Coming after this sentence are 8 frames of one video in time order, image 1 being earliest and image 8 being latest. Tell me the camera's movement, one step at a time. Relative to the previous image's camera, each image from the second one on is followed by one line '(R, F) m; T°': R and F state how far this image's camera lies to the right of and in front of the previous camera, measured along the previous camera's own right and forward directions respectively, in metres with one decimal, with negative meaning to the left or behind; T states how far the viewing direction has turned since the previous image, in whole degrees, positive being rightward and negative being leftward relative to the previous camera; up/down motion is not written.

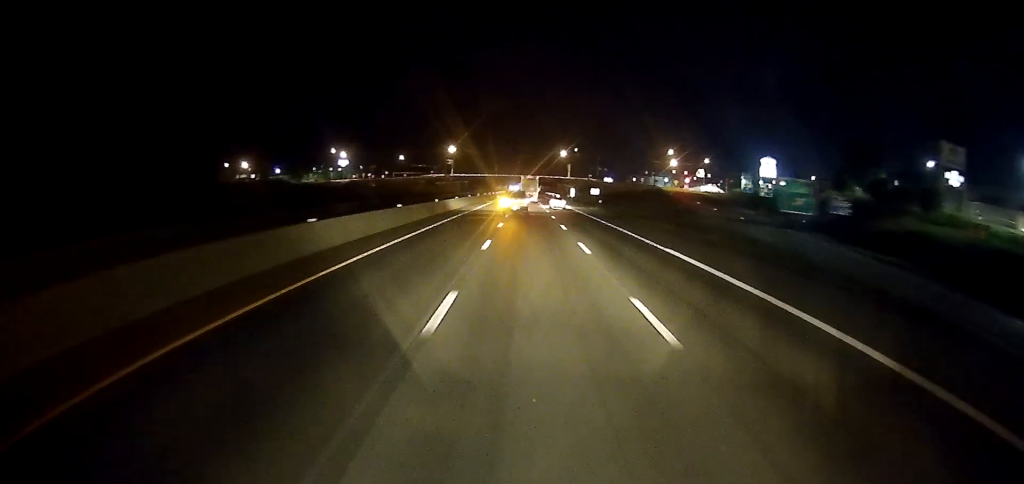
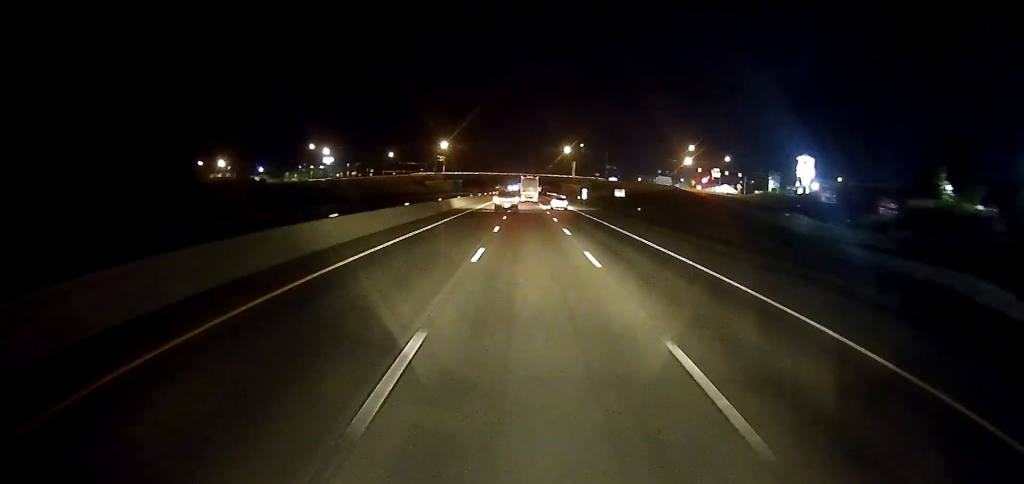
(+0.4, +27.8) m; 0°
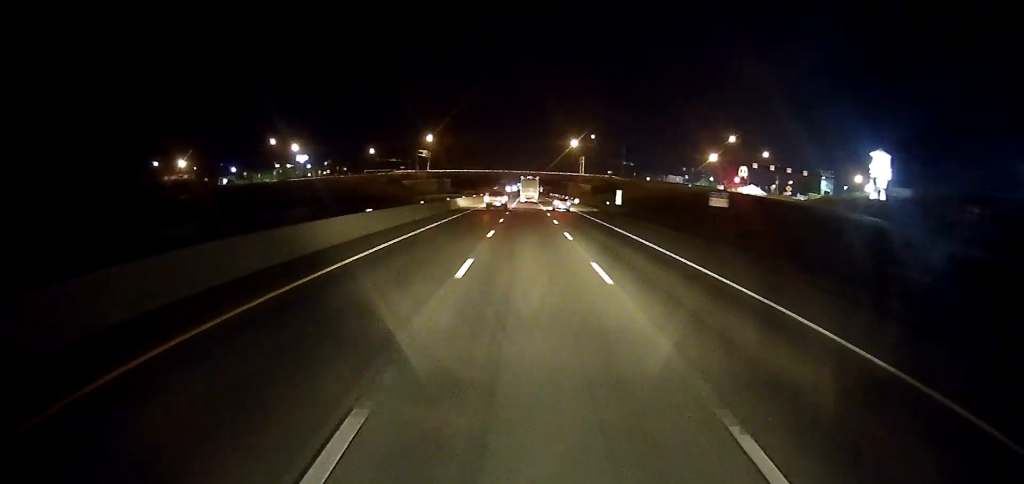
(-0.8, +39.6) m; -1°
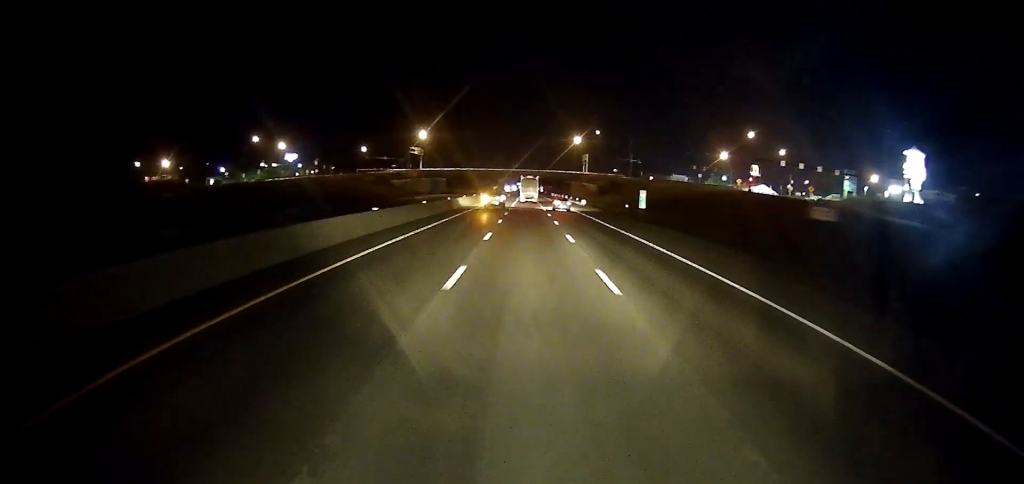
(0.0, +13.9) m; 0°
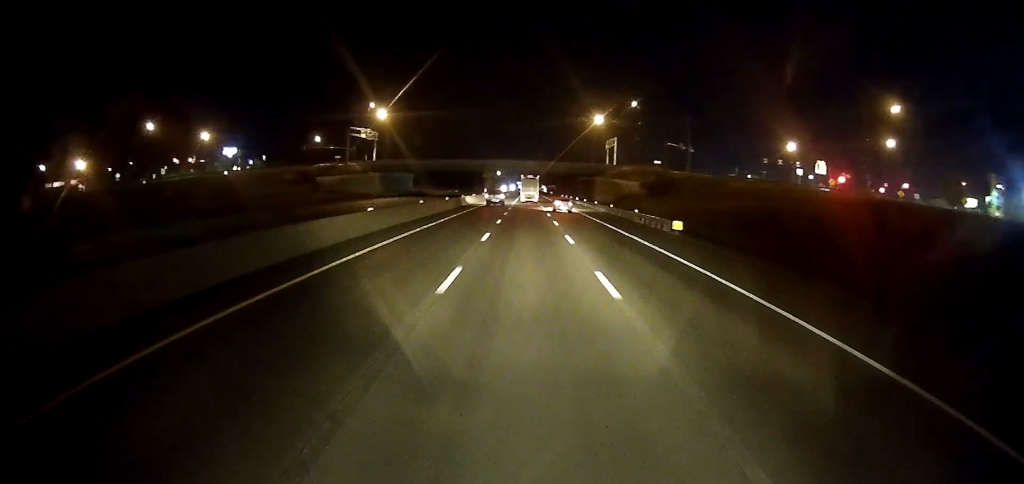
(+1.5, +61.4) m; +1°
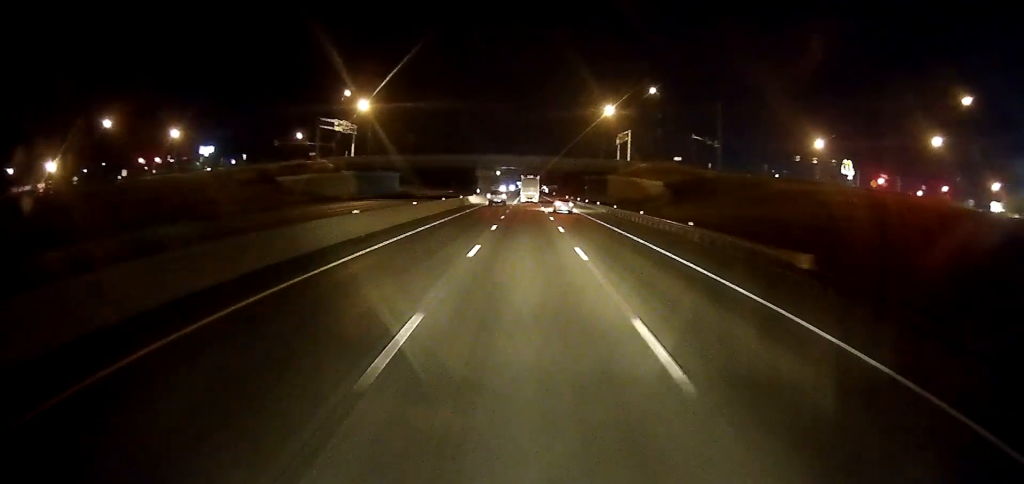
(-0.4, +17.9) m; -1°
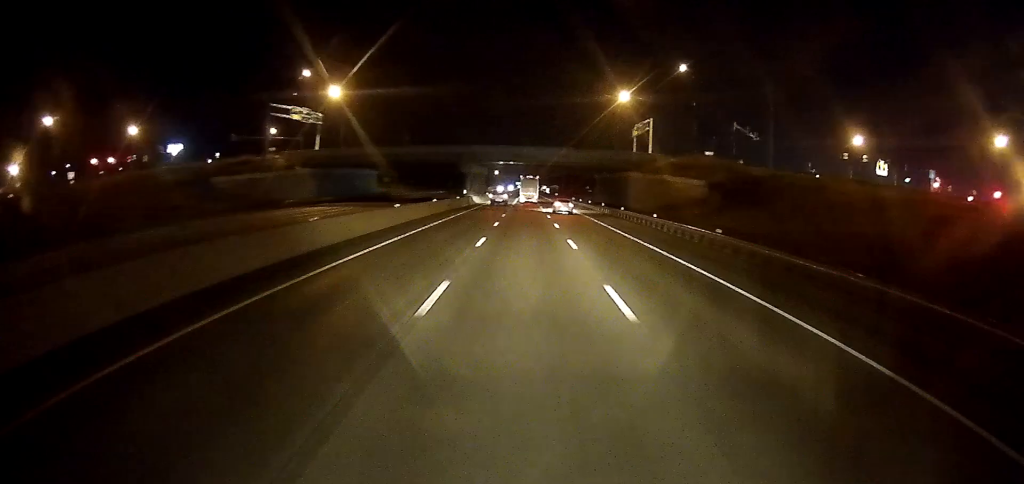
(-0.2, +20.8) m; -1°
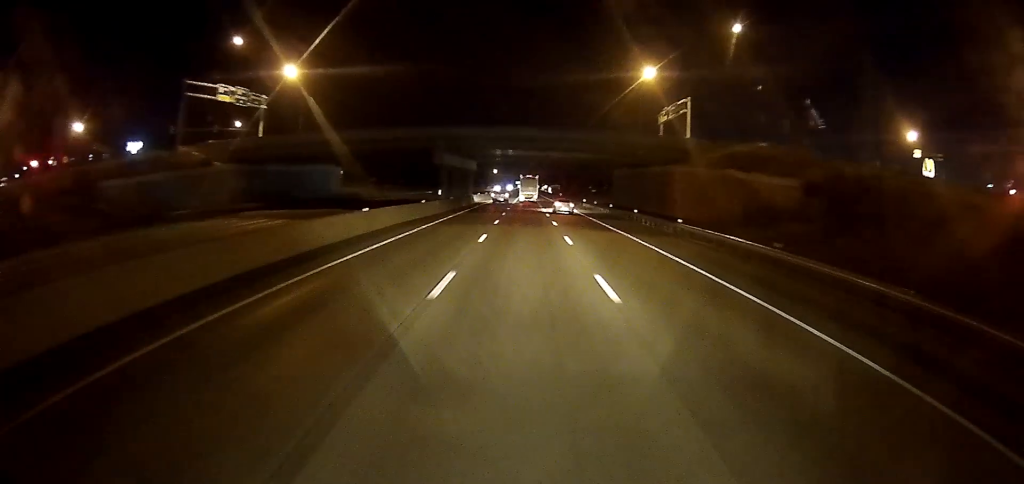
(0.0, +22.8) m; 0°
